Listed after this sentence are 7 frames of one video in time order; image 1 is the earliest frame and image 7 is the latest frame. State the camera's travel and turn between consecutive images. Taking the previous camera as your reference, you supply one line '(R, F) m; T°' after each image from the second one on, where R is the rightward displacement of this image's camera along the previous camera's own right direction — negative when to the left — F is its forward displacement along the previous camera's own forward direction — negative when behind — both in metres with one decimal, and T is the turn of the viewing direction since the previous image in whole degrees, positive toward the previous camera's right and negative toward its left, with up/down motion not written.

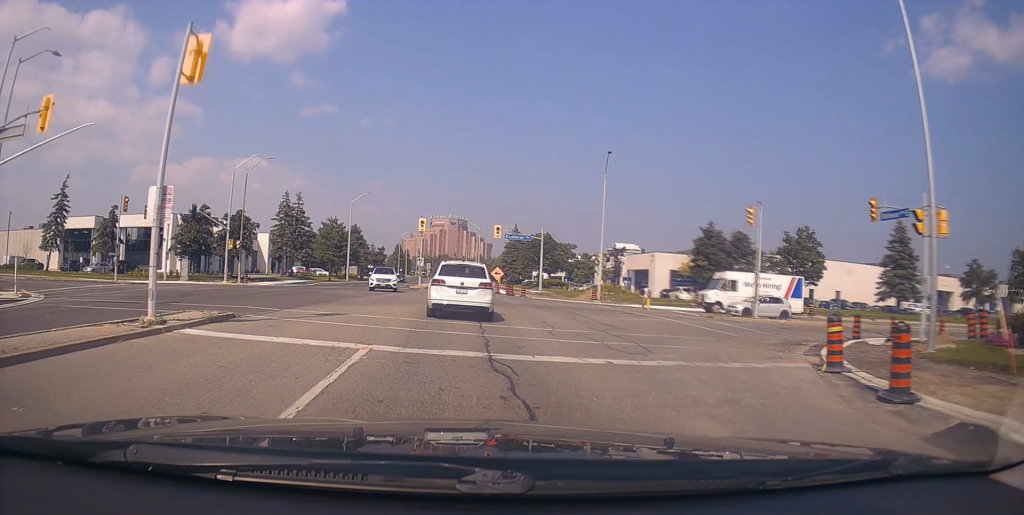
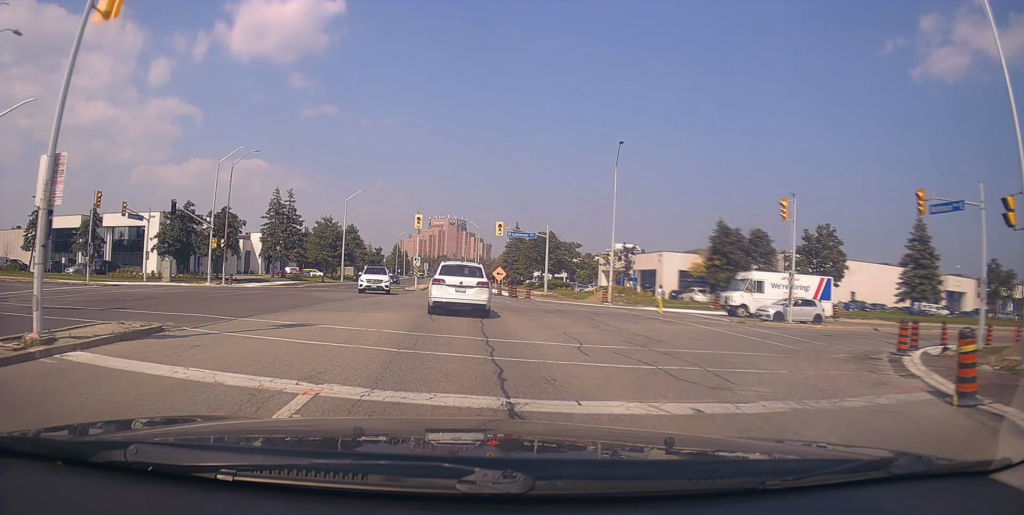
(0.0, +3.4) m; 0°
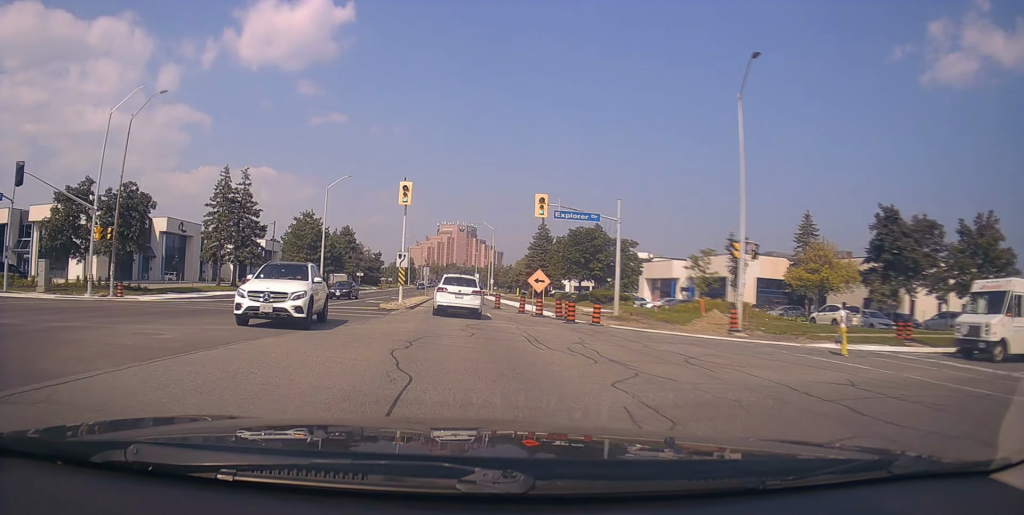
(0.0, +17.6) m; -1°
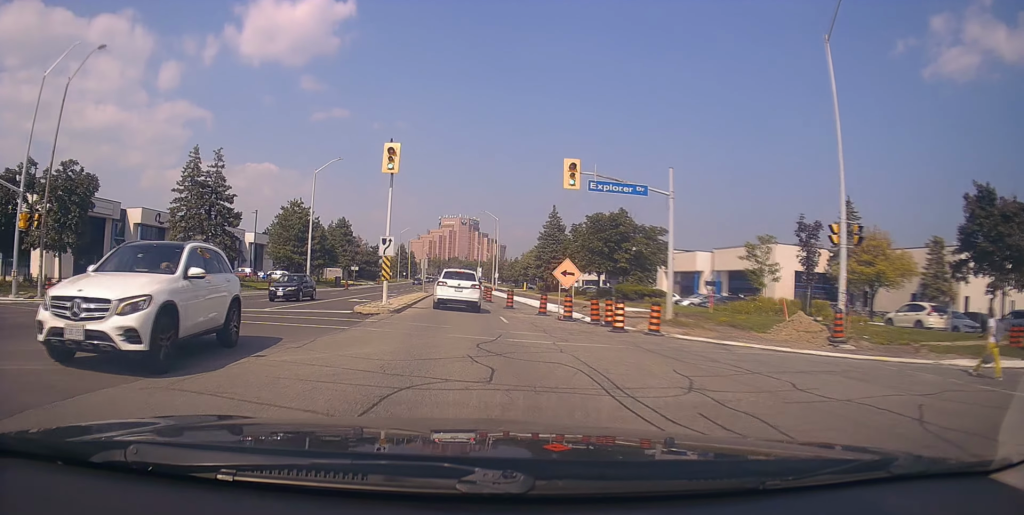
(+0.2, +6.6) m; -2°
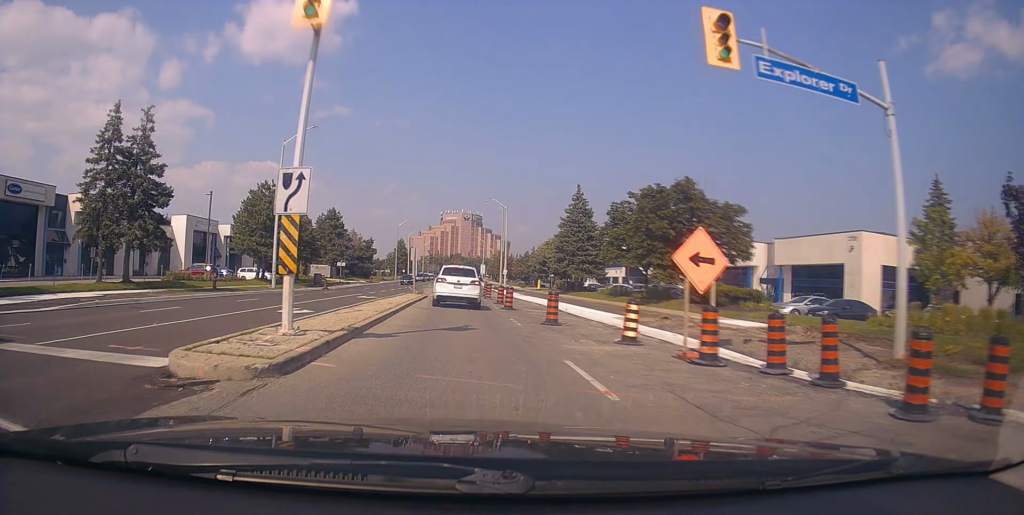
(-0.8, +12.3) m; -1°
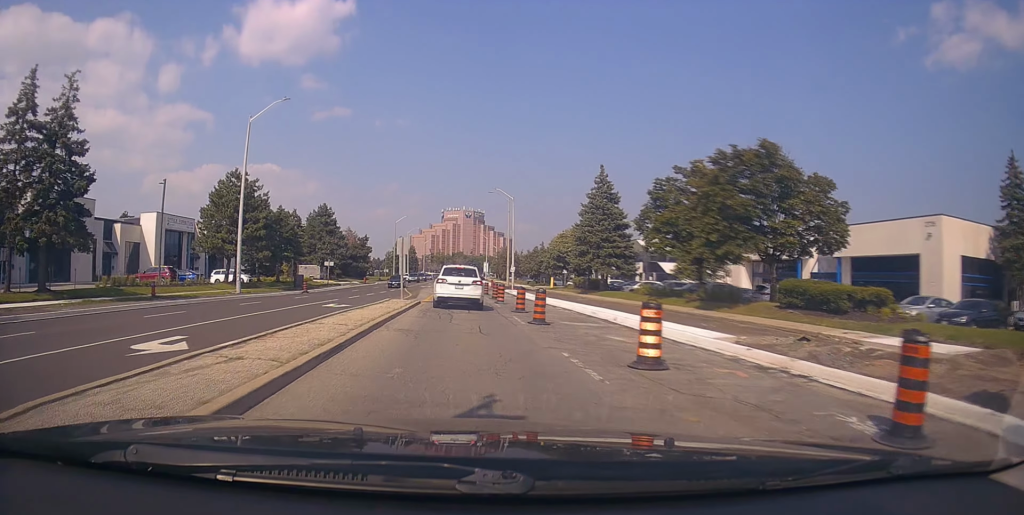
(+0.4, +9.0) m; +1°
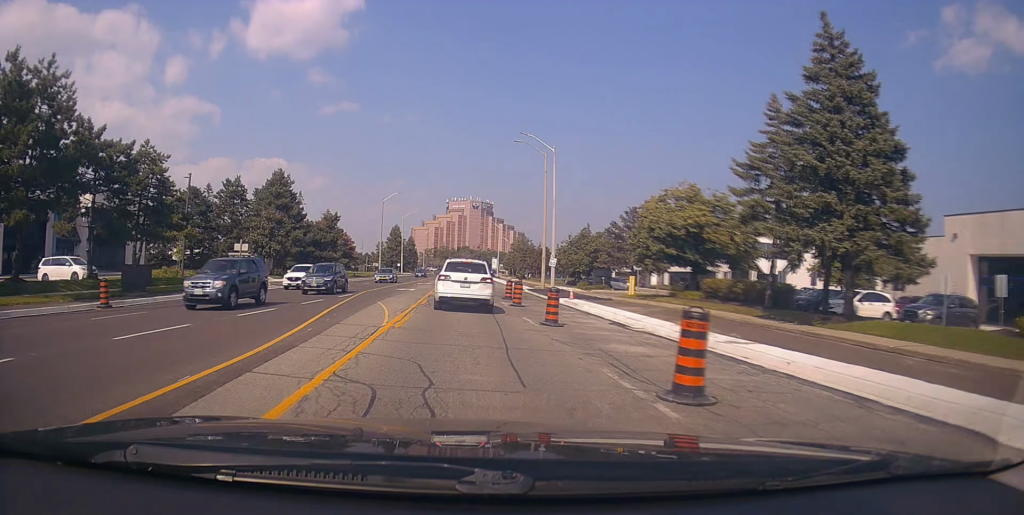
(0.0, +33.0) m; +2°
